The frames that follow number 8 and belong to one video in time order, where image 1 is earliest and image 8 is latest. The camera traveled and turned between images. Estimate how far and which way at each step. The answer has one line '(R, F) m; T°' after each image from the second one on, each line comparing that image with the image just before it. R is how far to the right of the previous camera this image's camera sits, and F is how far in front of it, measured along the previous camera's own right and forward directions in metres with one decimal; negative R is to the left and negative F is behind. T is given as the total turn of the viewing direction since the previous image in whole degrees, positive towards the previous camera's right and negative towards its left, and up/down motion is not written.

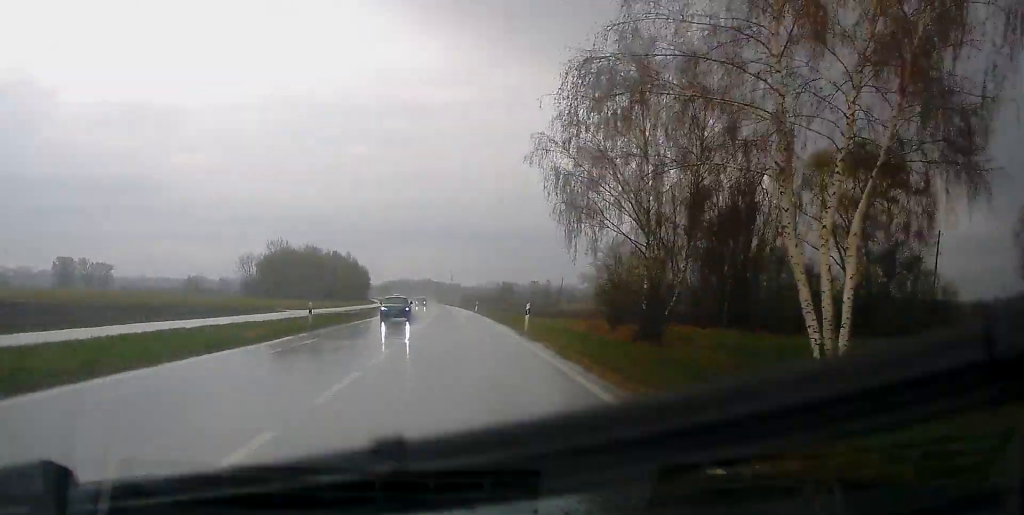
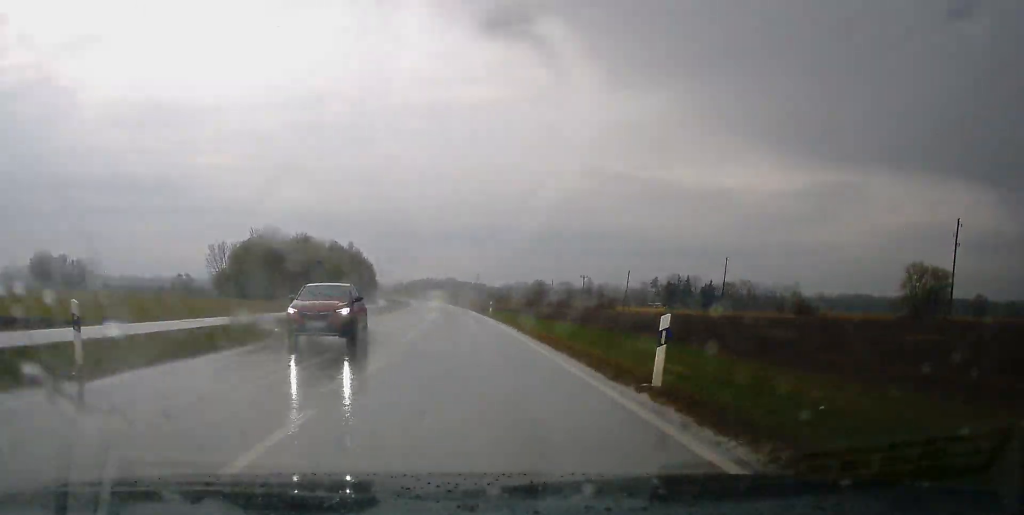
(-0.9, +68.7) m; -2°
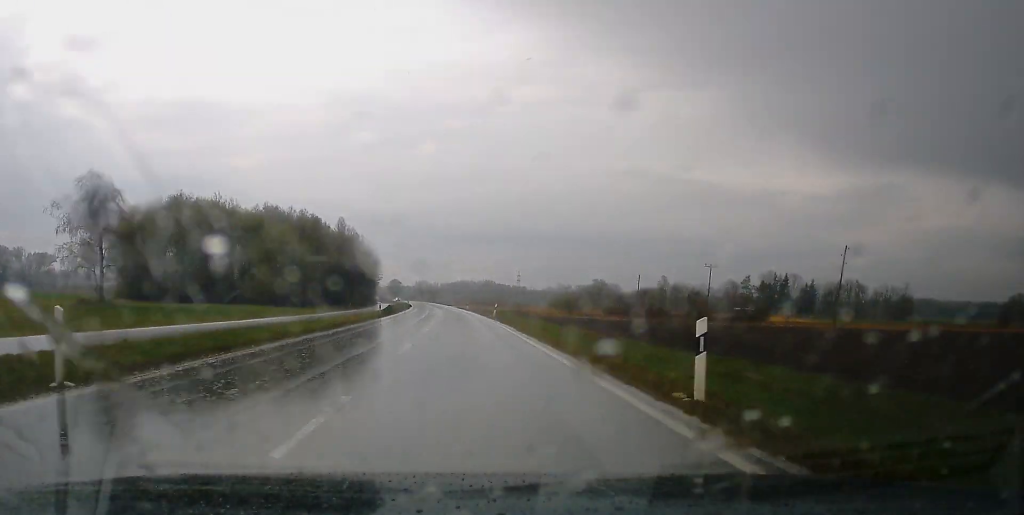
(-1.8, +101.4) m; -2°
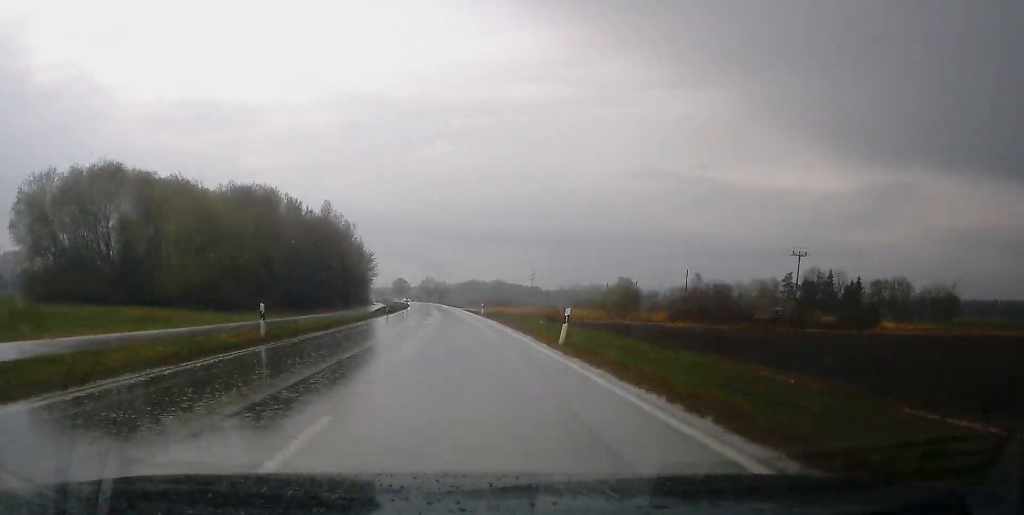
(-0.2, +37.1) m; -1°
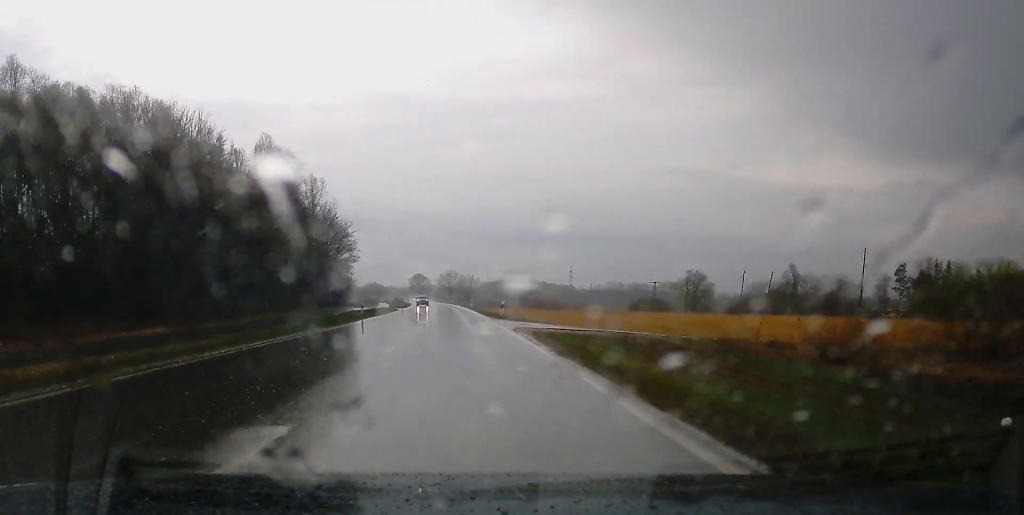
(-1.1, +72.0) m; -1°
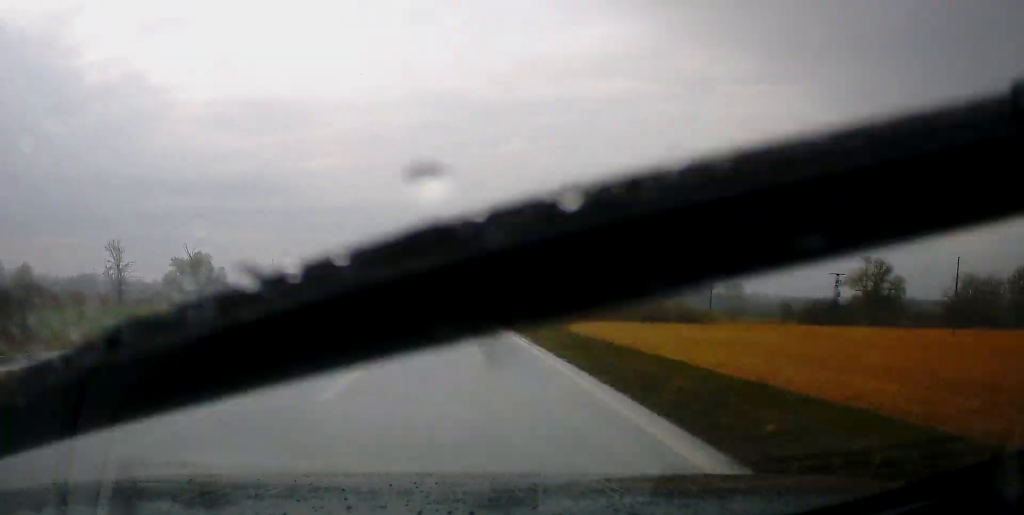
(-3.2, +114.8) m; -3°
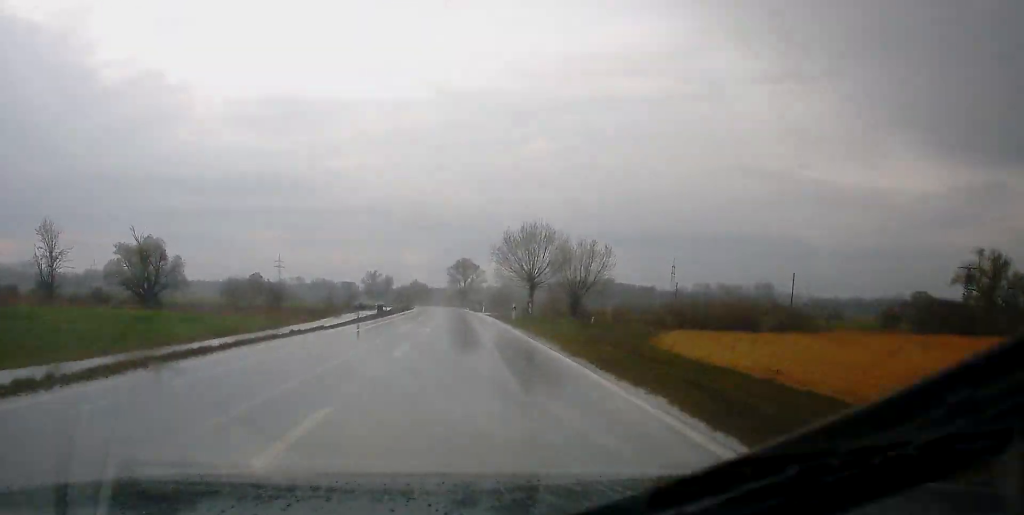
(-0.4, +40.8) m; -1°
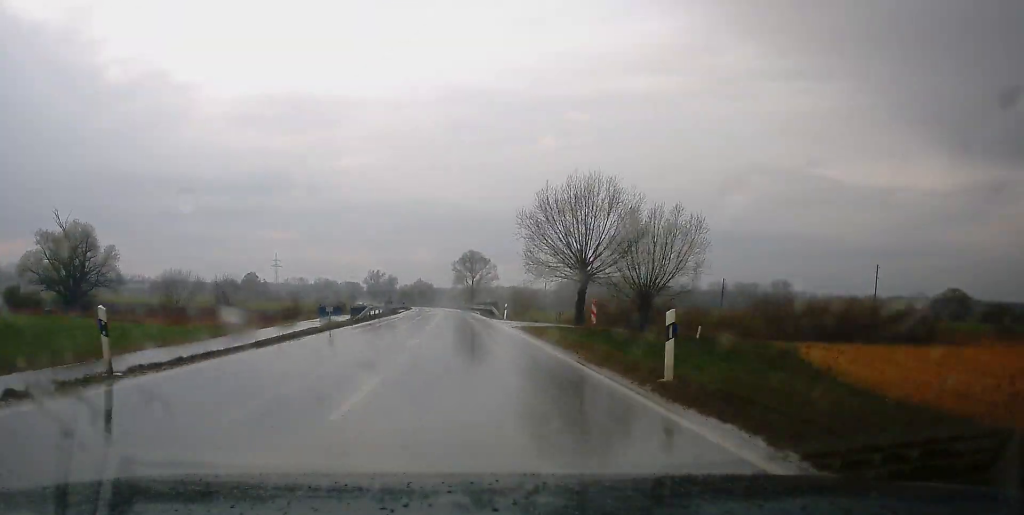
(+0.2, +32.5) m; -1°
